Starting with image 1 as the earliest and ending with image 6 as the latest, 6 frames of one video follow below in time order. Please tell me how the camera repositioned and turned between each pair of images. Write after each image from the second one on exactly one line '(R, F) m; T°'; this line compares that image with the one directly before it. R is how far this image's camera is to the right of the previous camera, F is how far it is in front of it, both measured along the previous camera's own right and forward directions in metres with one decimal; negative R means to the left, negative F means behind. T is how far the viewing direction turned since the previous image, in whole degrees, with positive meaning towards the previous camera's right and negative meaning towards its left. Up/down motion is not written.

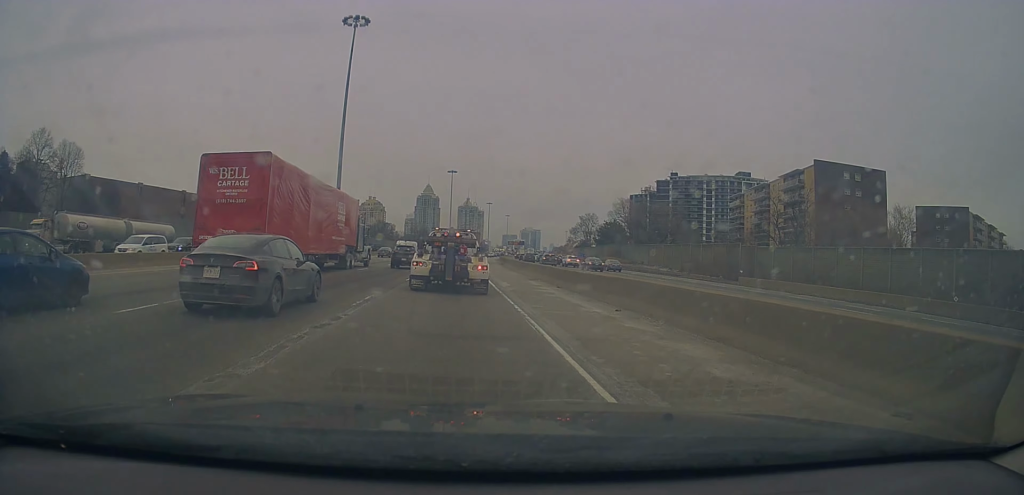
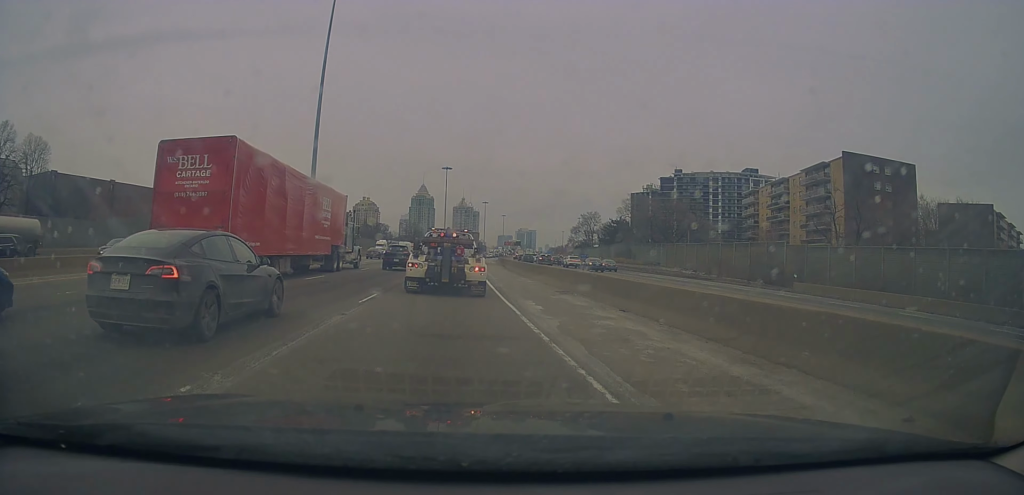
(0.0, +9.5) m; 0°
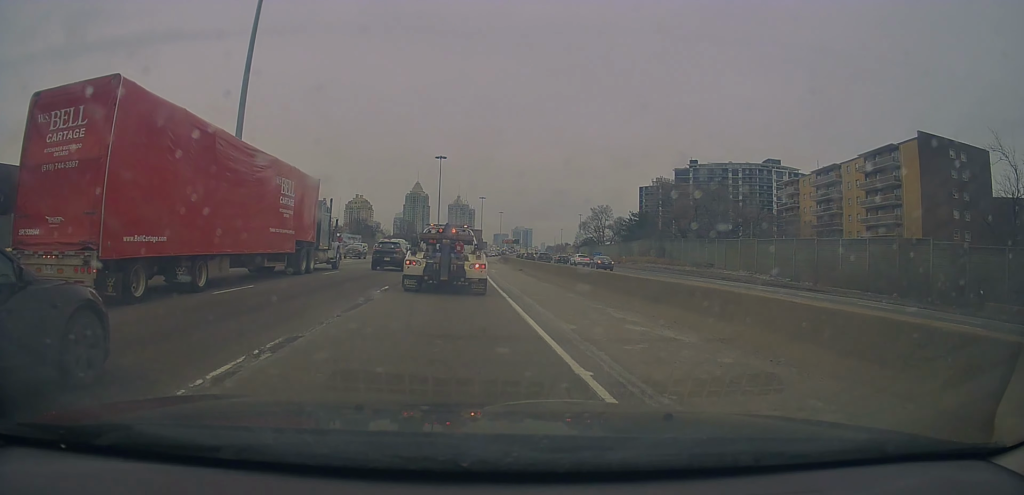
(-0.4, +21.6) m; -2°
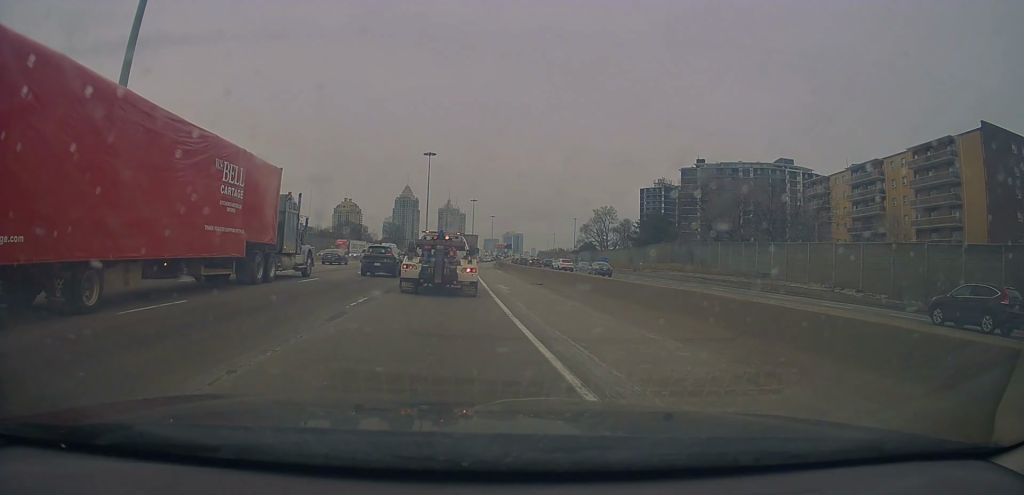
(+0.2, +17.8) m; +3°
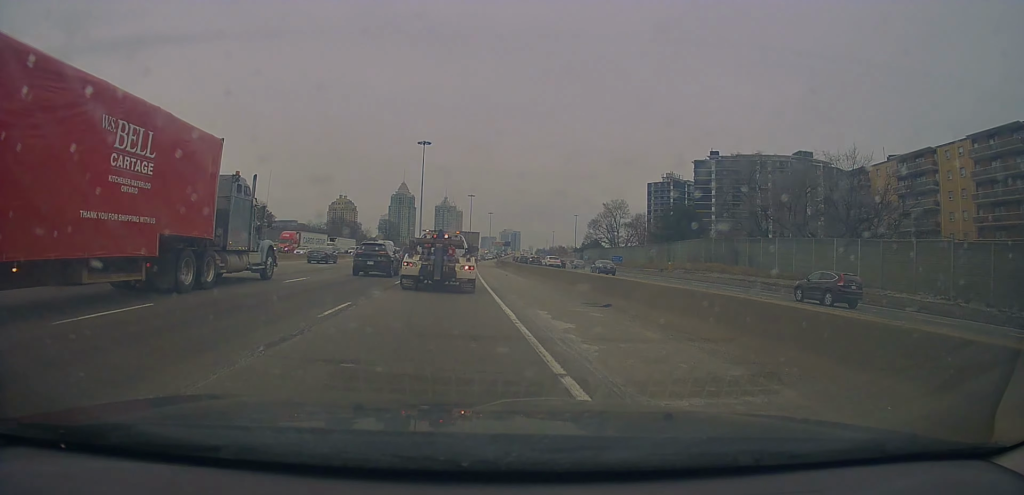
(+0.1, +15.1) m; 0°
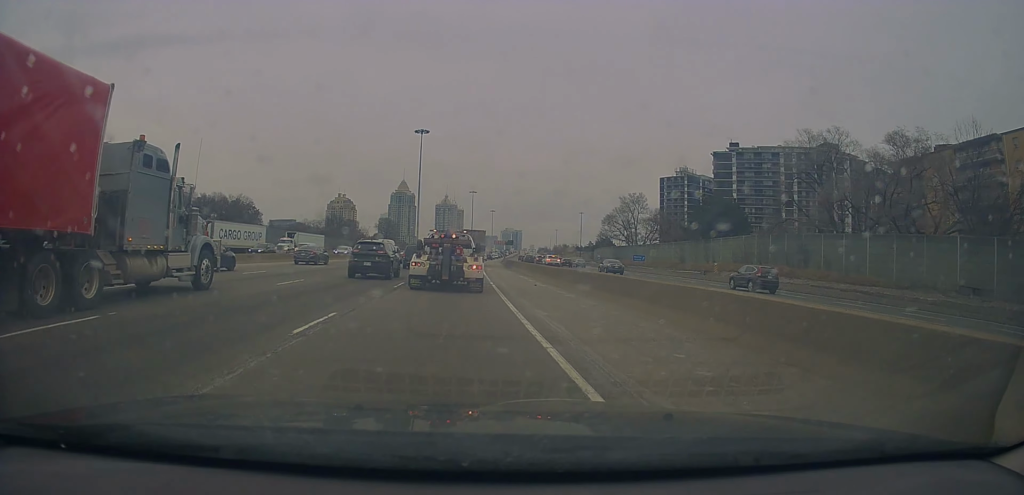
(0.0, +16.0) m; 0°
